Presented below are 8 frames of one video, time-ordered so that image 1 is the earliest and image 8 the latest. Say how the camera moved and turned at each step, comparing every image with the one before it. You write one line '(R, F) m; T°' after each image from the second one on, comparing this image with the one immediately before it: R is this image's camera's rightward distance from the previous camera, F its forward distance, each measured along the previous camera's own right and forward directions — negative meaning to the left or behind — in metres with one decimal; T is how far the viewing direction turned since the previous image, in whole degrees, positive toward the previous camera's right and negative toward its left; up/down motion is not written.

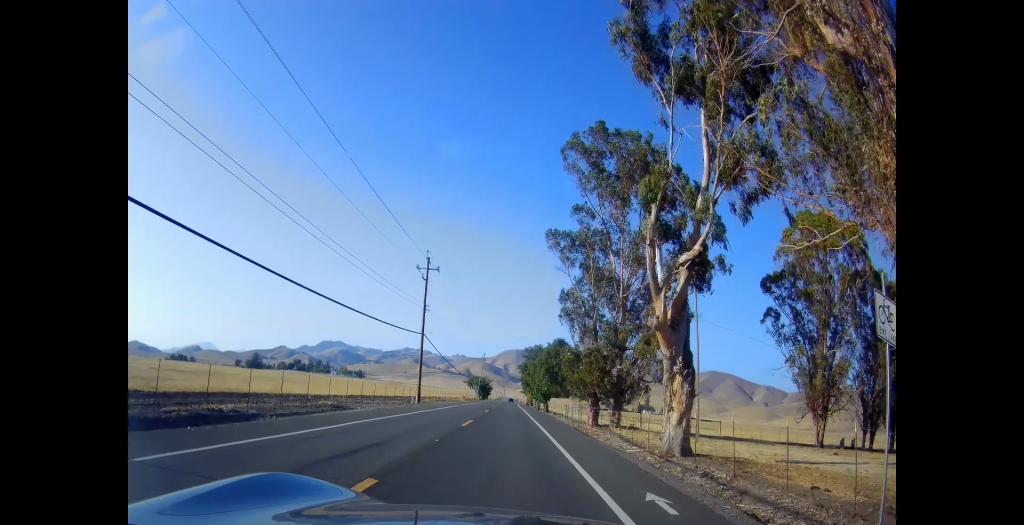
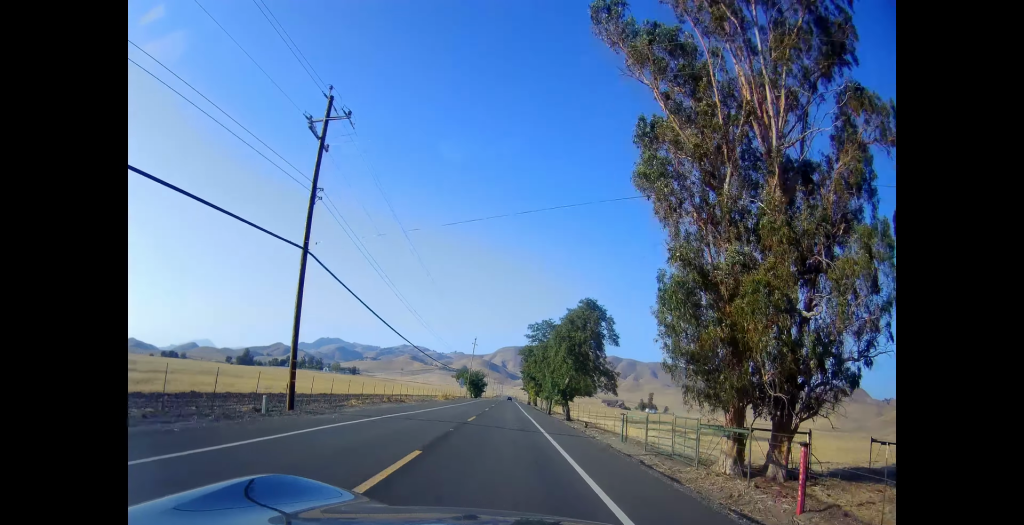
(+0.4, +26.9) m; 0°
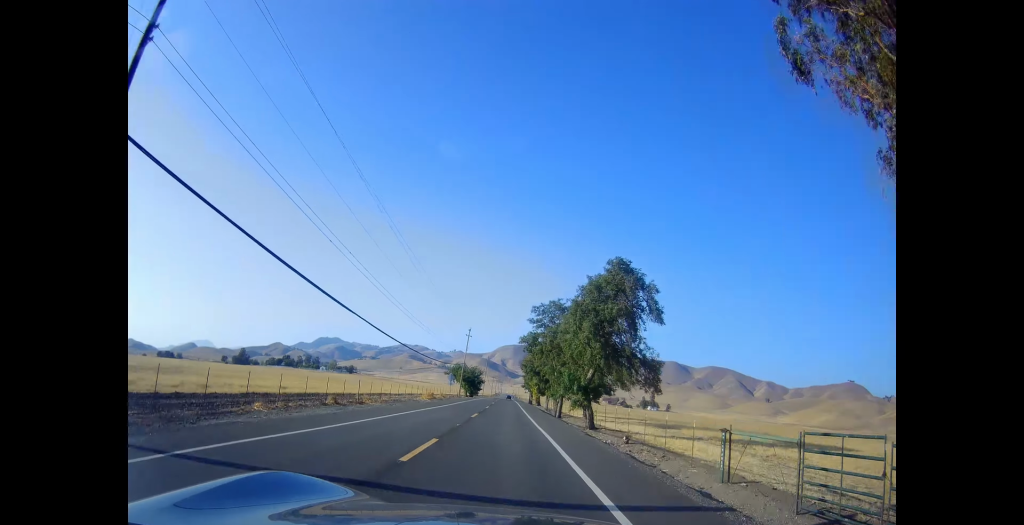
(-0.1, +12.6) m; 0°
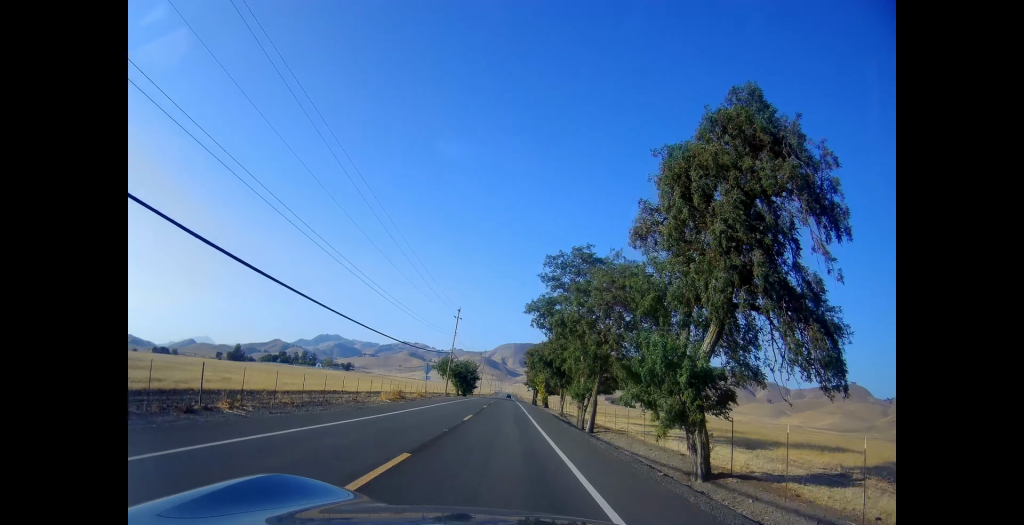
(-0.2, +18.5) m; -1°
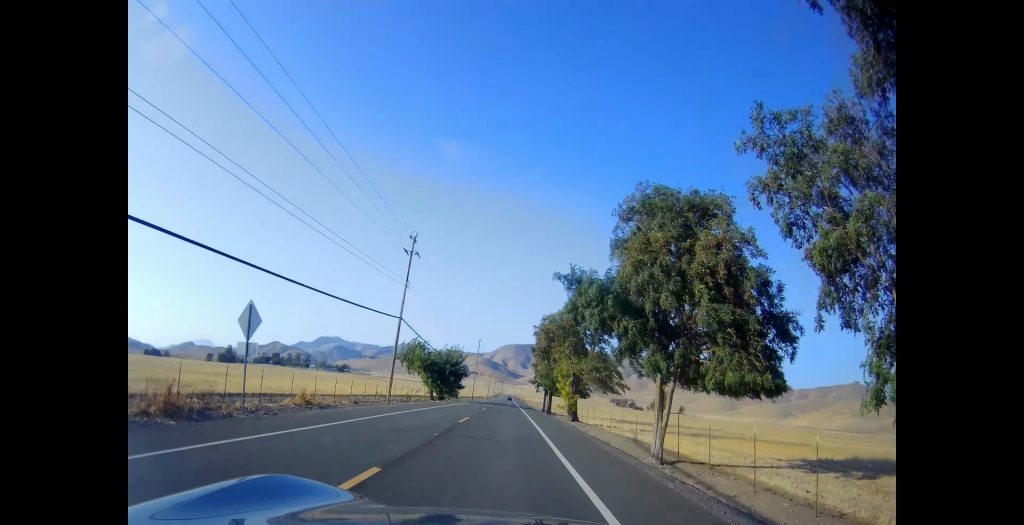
(0.0, +31.9) m; 0°
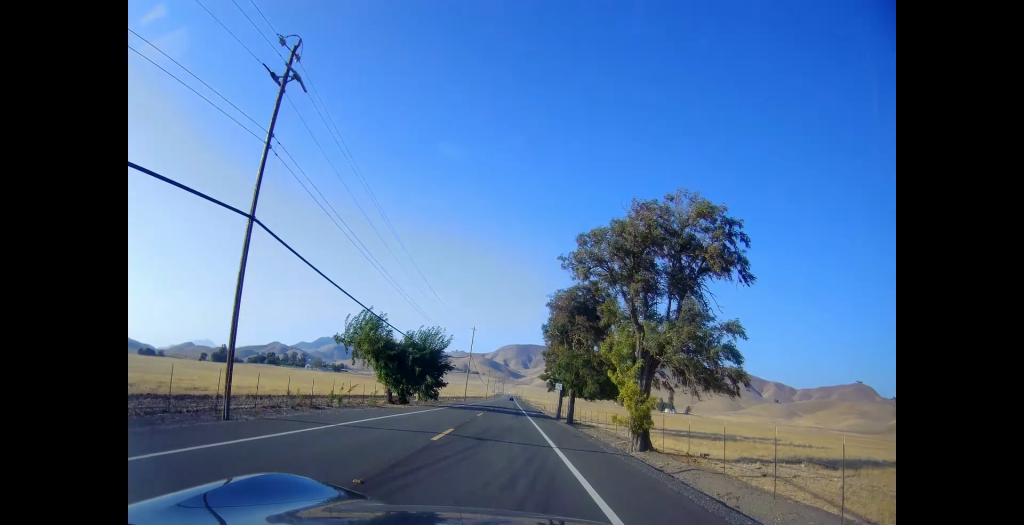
(0.0, +22.1) m; 0°
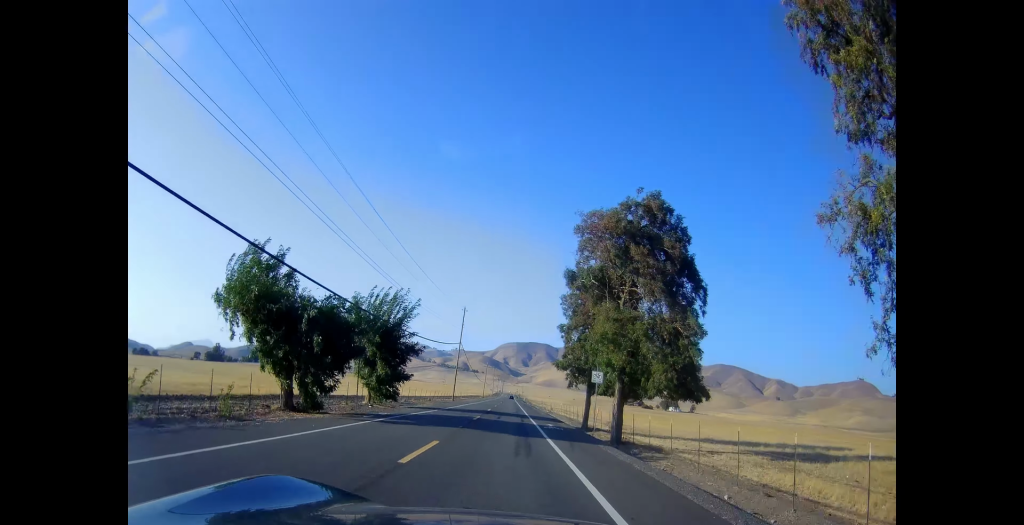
(0.0, +19.1) m; 0°
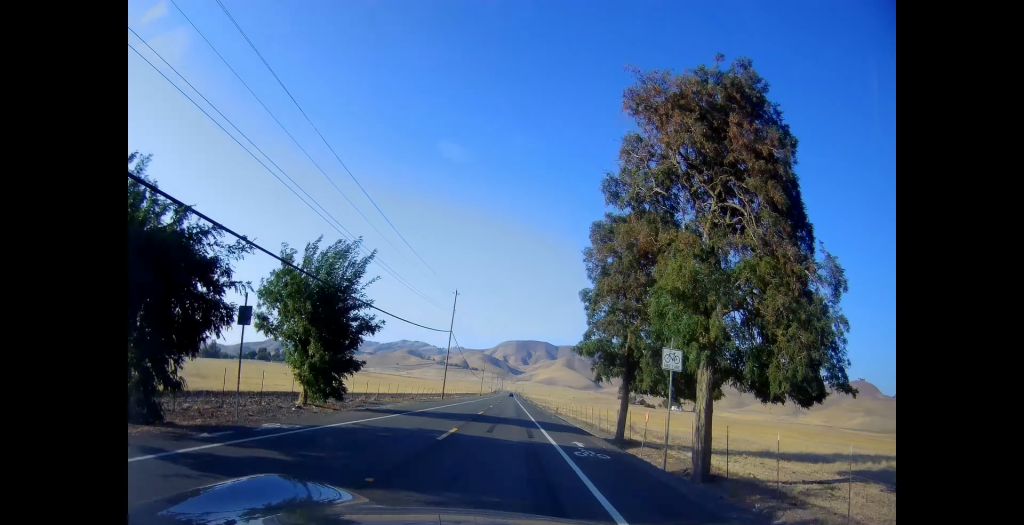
(0.0, +11.4) m; 0°
